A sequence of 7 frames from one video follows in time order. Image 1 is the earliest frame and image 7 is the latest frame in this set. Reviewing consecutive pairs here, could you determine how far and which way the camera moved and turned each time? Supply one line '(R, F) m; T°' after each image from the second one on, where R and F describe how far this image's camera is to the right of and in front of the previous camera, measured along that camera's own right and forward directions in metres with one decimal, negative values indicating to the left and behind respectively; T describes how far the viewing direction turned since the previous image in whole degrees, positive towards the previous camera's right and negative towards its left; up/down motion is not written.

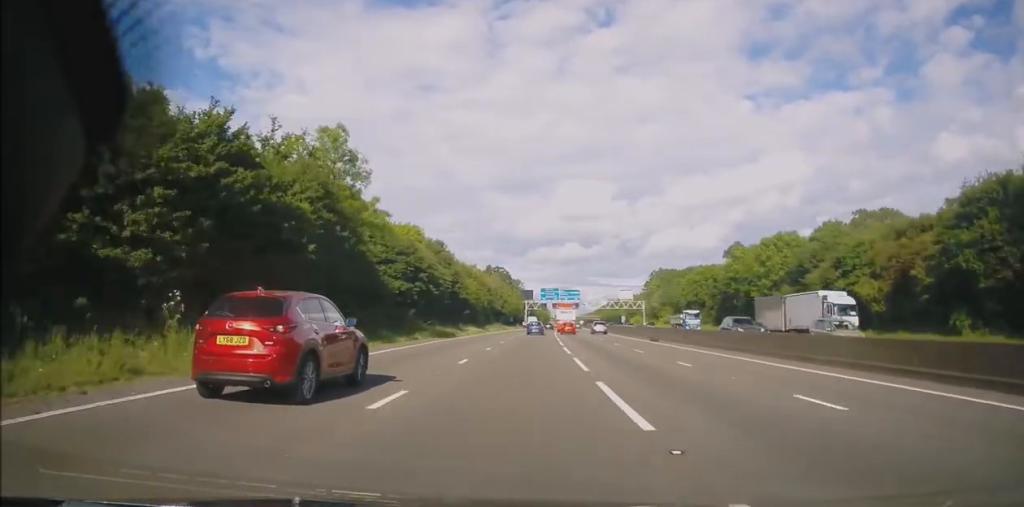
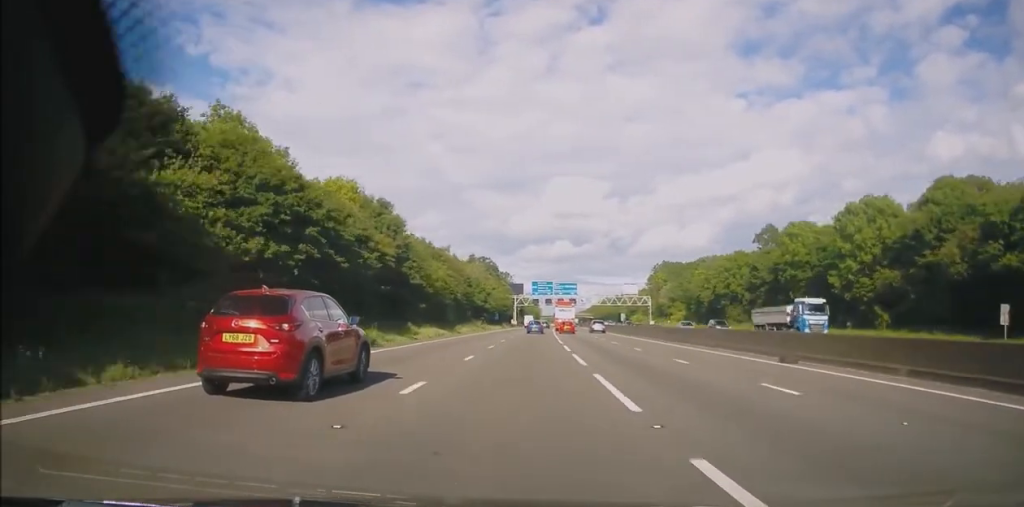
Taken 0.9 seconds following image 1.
(0.0, +25.2) m; +1°
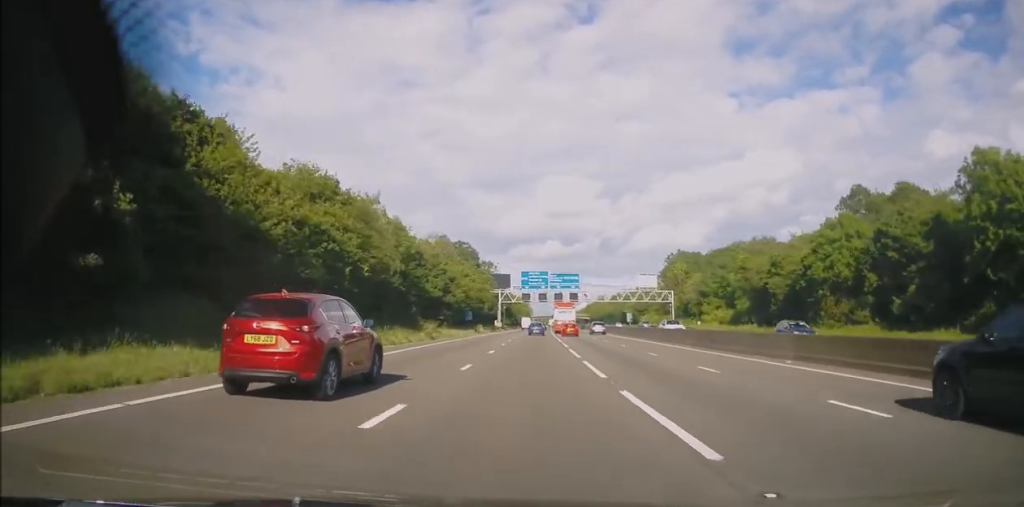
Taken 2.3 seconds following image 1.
(+0.8, +40.5) m; +1°
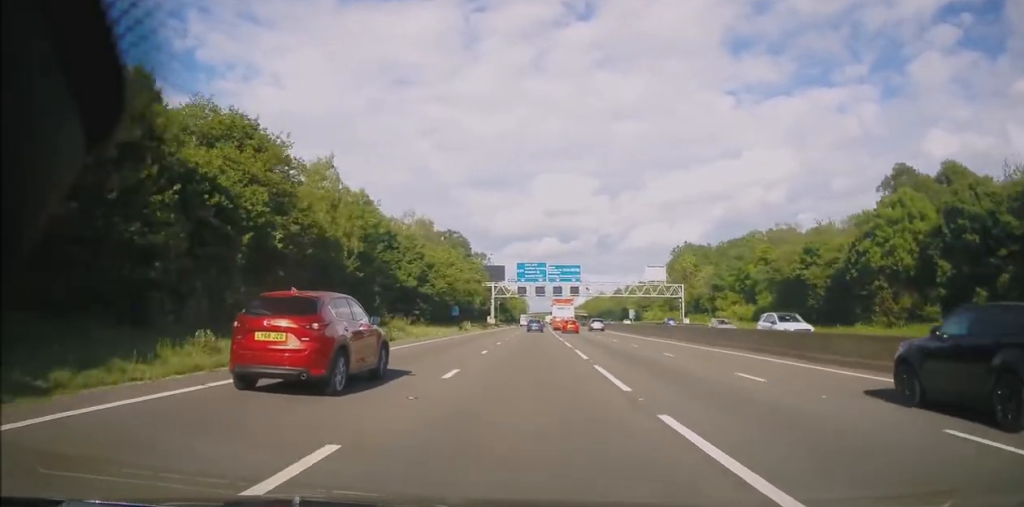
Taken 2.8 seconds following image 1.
(0.0, +12.3) m; 0°
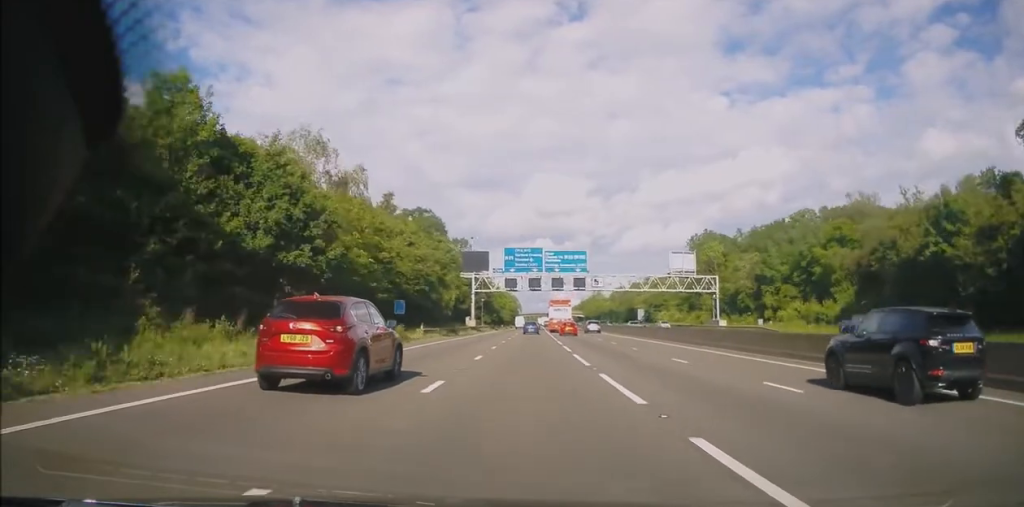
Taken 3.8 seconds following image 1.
(0.0, +28.0) m; 0°
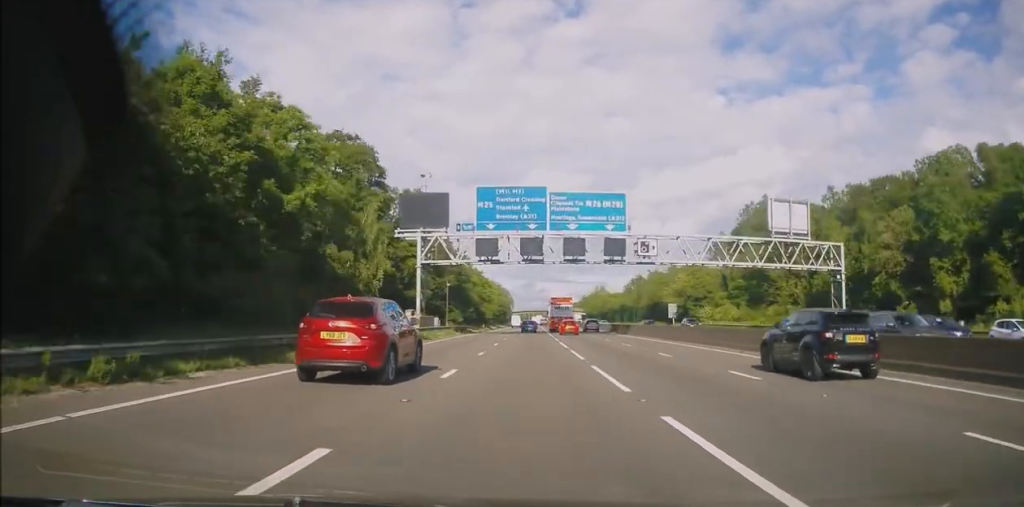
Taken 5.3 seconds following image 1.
(+0.6, +42.7) m; +2°
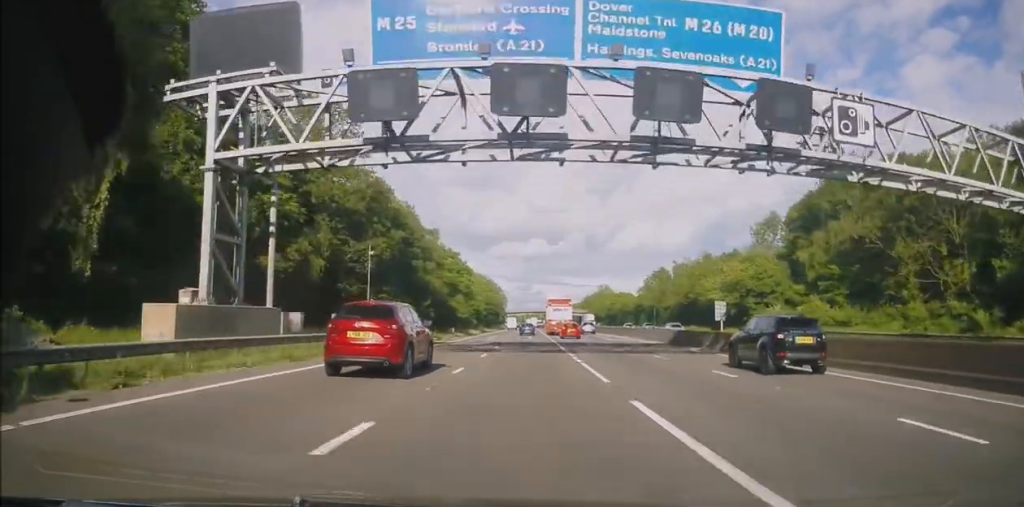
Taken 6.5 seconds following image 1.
(+0.3, +34.2) m; 0°
